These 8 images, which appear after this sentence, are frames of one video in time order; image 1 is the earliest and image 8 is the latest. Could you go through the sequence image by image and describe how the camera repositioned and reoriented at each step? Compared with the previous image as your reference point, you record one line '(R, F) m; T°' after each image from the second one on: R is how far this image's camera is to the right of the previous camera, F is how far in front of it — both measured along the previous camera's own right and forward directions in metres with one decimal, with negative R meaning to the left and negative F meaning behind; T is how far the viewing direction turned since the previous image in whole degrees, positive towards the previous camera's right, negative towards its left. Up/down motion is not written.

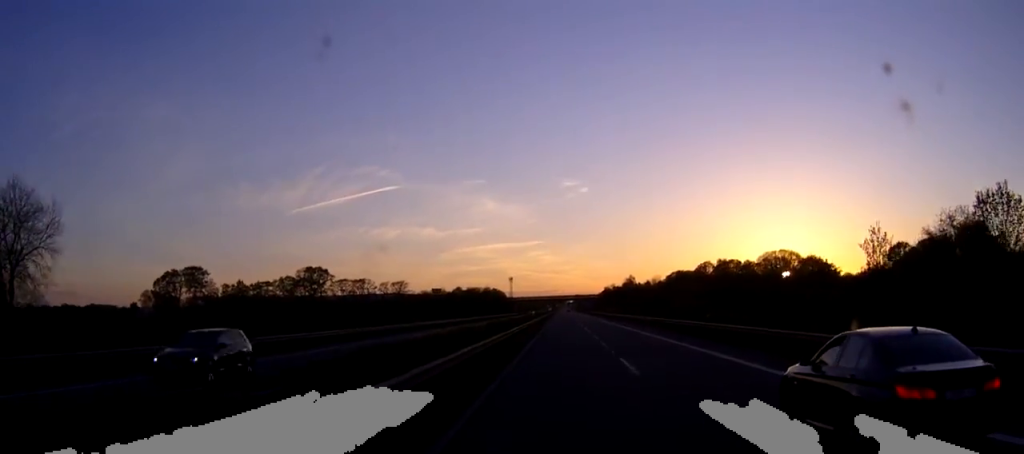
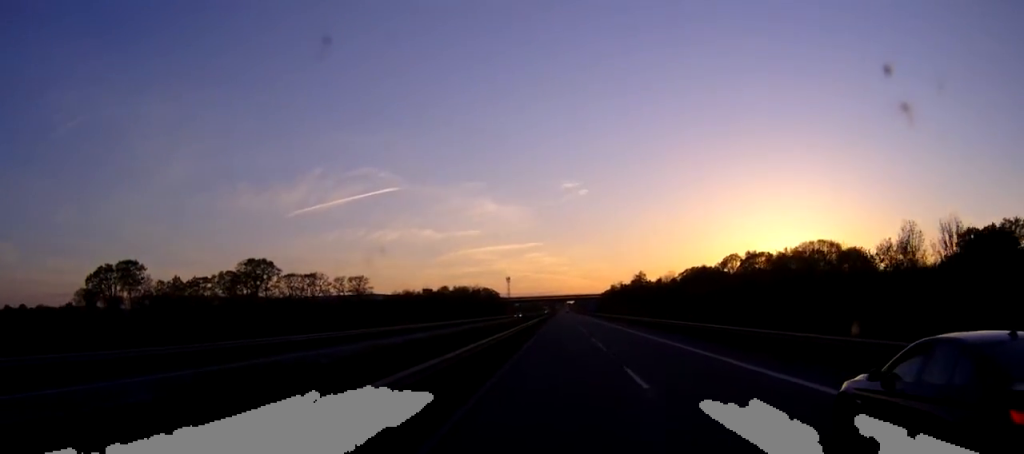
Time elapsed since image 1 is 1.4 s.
(+0.1, +39.6) m; 0°
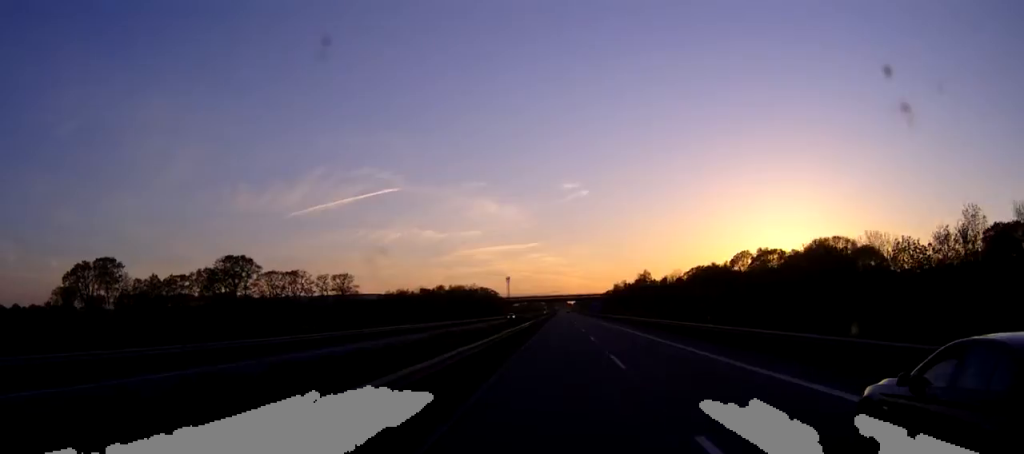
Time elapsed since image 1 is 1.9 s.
(0.0, +12.0) m; 0°
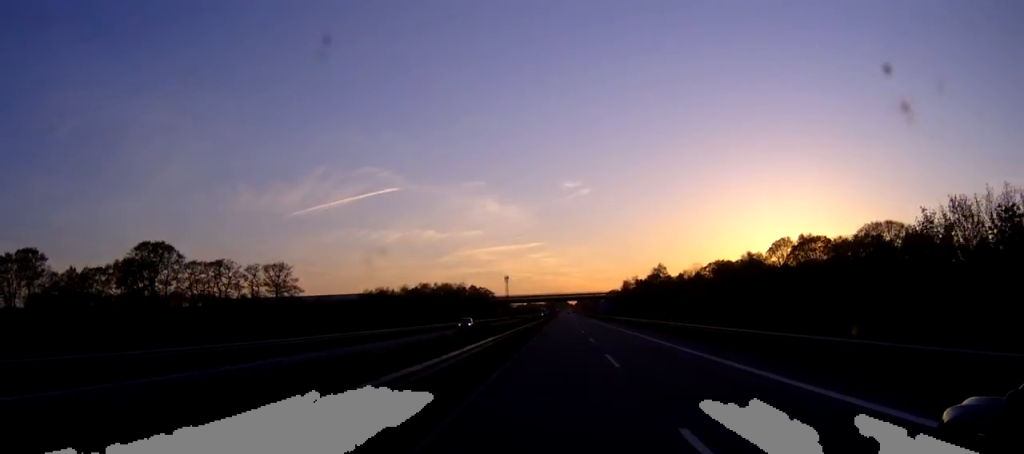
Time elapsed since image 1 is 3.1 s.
(0.0, +35.0) m; 0°
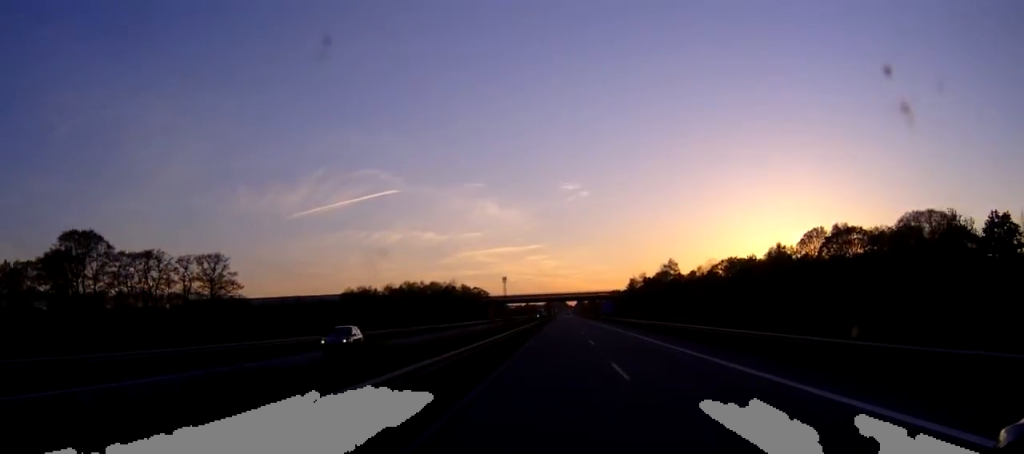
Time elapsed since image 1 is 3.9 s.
(0.0, +22.1) m; 0°
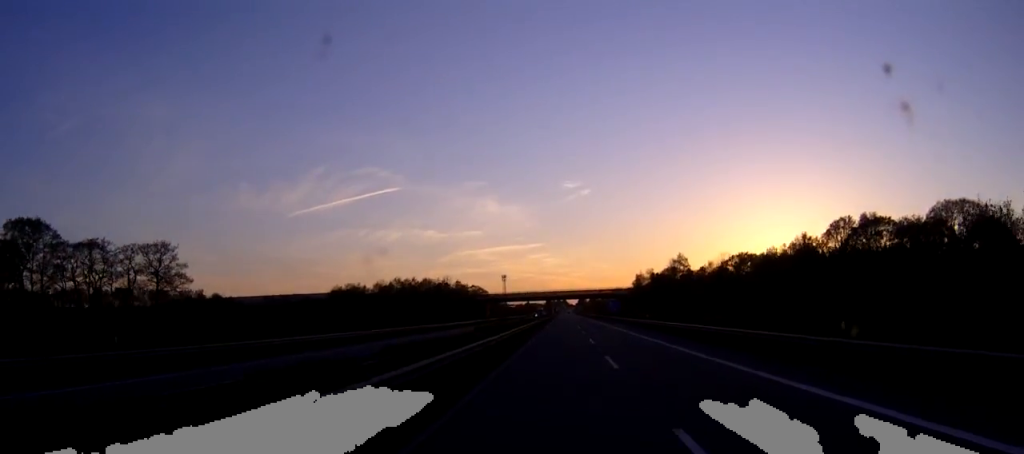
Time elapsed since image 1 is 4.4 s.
(0.0, +13.8) m; 0°
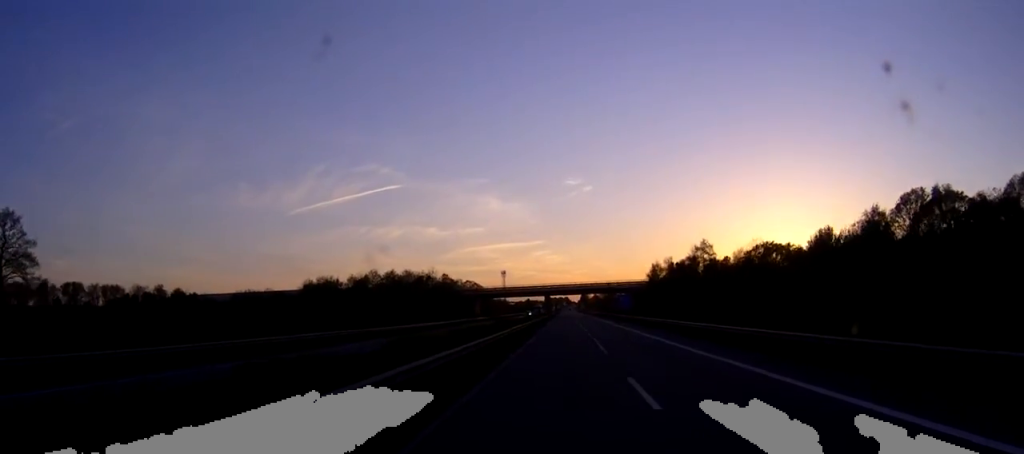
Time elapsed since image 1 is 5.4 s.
(-0.1, +27.7) m; 0°
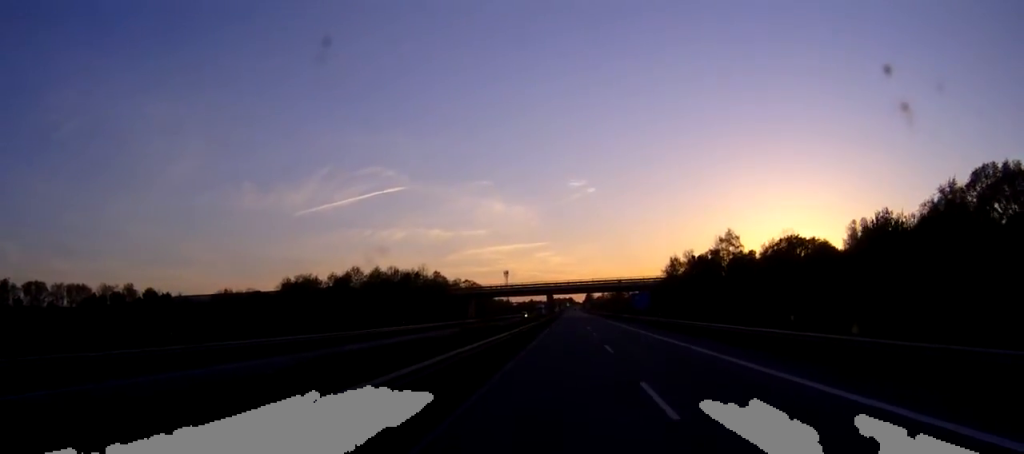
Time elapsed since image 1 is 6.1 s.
(0.0, +19.4) m; 0°
